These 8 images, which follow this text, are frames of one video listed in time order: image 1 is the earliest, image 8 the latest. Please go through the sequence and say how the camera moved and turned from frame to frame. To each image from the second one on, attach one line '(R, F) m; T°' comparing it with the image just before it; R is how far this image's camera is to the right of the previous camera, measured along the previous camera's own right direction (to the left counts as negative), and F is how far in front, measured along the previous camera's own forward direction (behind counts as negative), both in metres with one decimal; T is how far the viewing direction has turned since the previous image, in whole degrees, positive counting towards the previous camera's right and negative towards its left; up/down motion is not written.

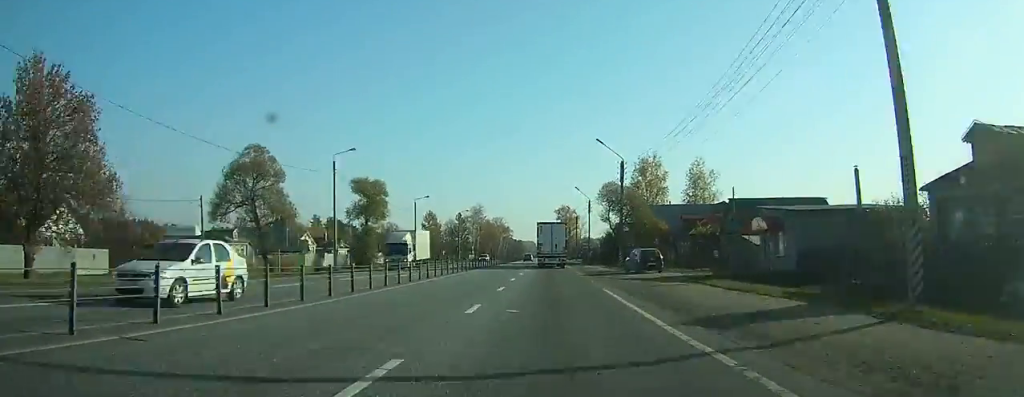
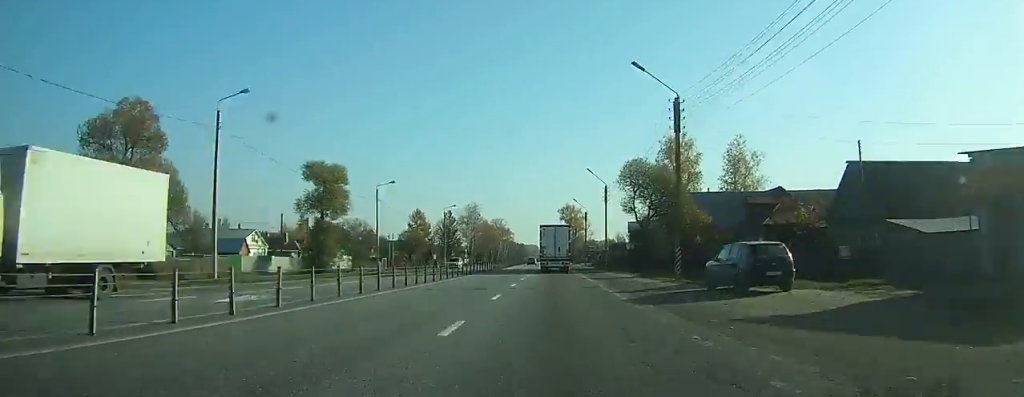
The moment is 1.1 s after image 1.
(-0.1, +18.2) m; -1°
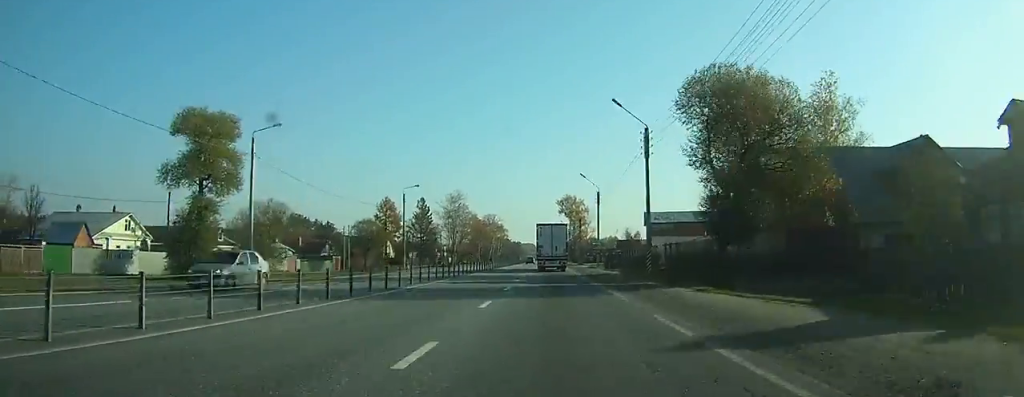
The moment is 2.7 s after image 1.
(-0.1, +25.5) m; 0°
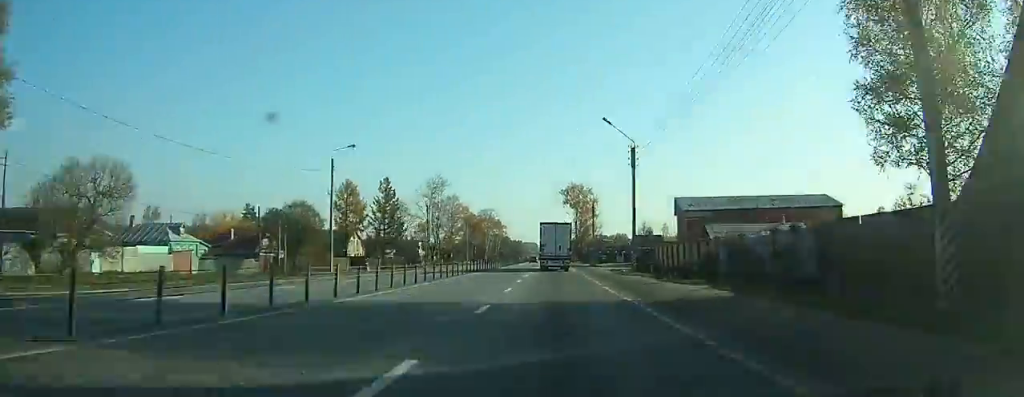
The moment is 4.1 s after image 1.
(0.0, +24.8) m; 0°
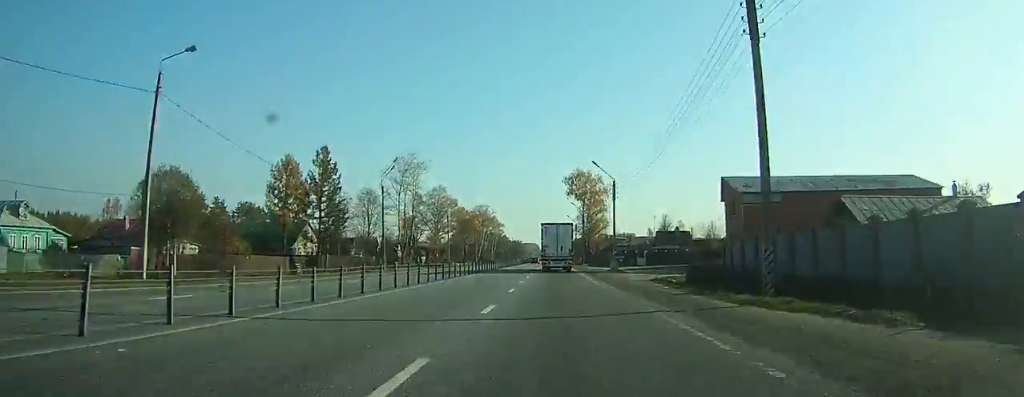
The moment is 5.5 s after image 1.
(0.0, +23.9) m; 0°
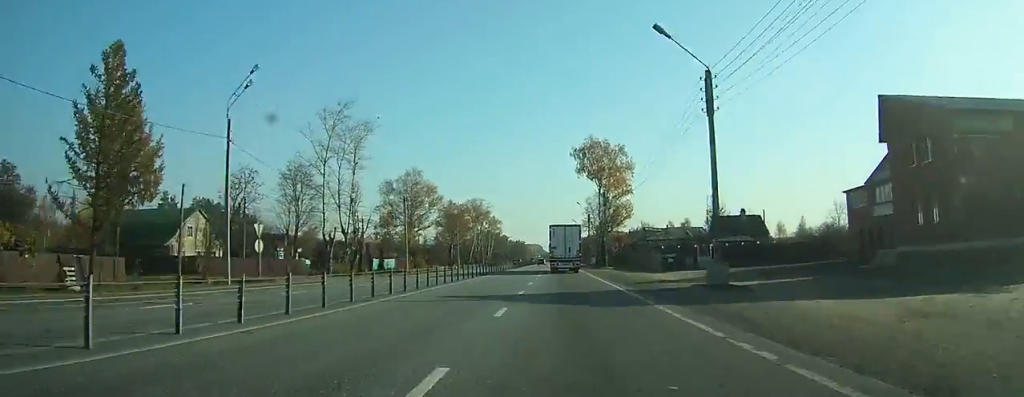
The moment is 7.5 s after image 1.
(+0.2, +33.0) m; 0°
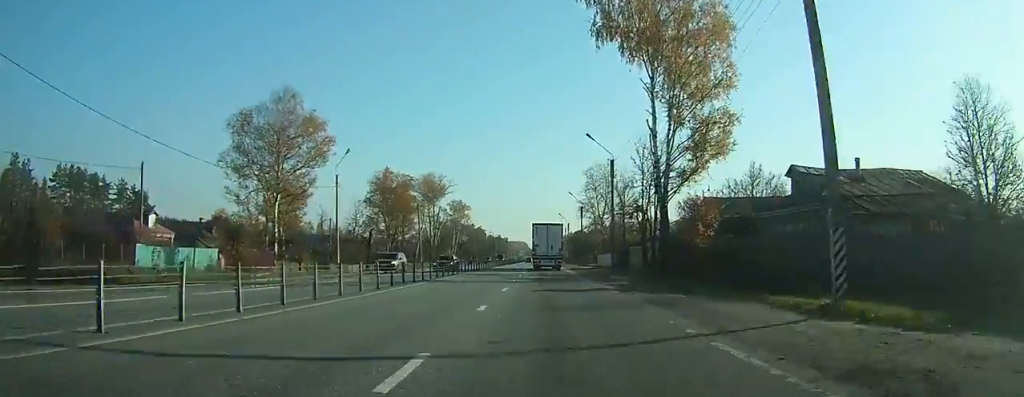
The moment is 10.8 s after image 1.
(+0.2, +57.4) m; +1°
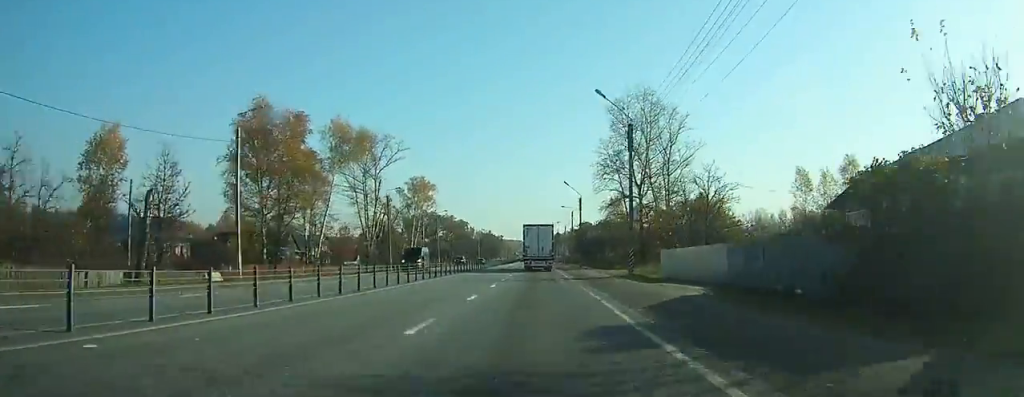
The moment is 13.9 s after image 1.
(+0.5, +55.4) m; 0°
